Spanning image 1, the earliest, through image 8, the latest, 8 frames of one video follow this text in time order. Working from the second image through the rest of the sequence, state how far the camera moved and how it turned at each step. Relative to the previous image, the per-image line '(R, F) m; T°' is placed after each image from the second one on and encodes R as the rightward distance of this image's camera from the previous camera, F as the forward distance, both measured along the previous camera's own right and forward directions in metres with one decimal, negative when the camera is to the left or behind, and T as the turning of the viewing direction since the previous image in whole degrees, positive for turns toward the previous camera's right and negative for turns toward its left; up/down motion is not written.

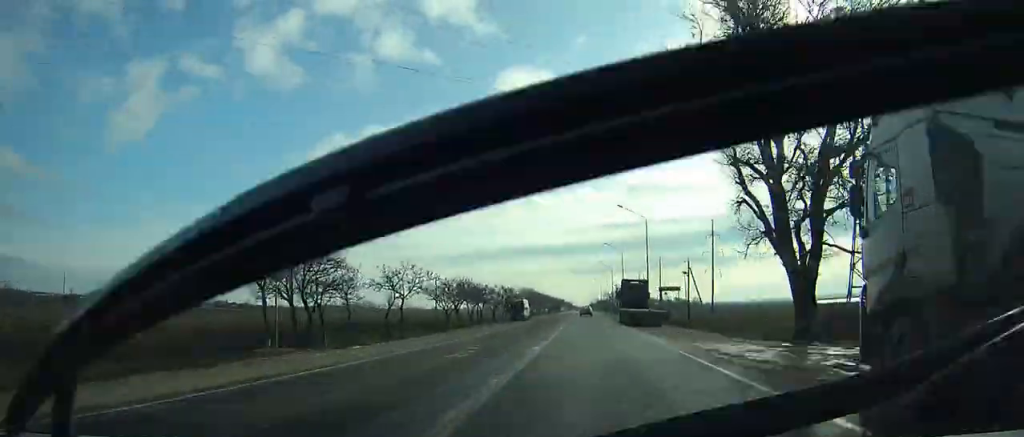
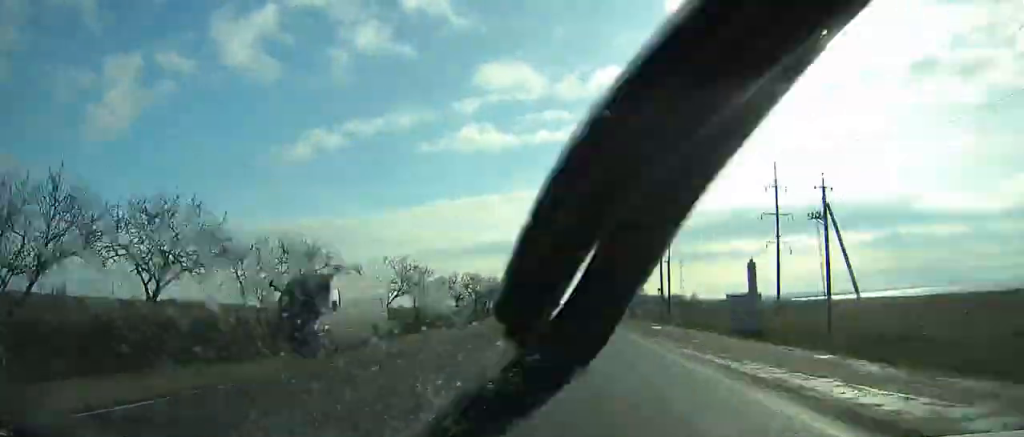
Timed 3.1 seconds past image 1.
(+2.0, +57.1) m; +4°
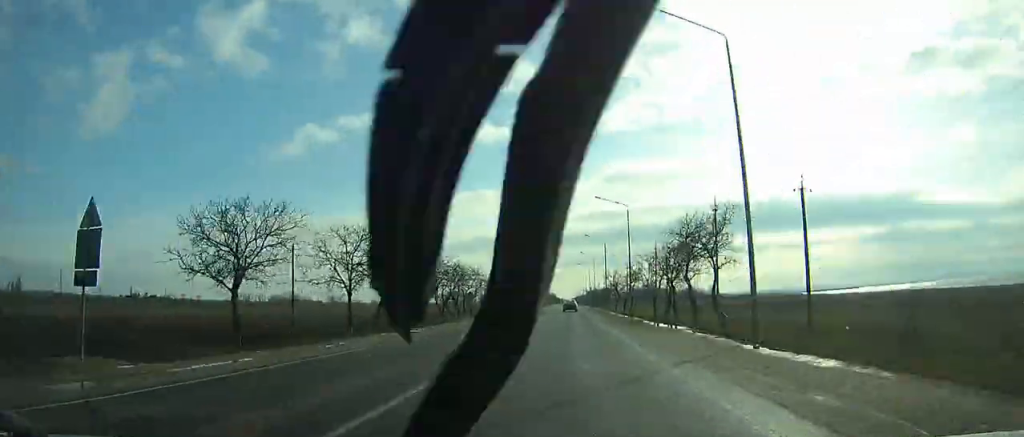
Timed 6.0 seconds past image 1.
(+2.3, +58.5) m; 0°
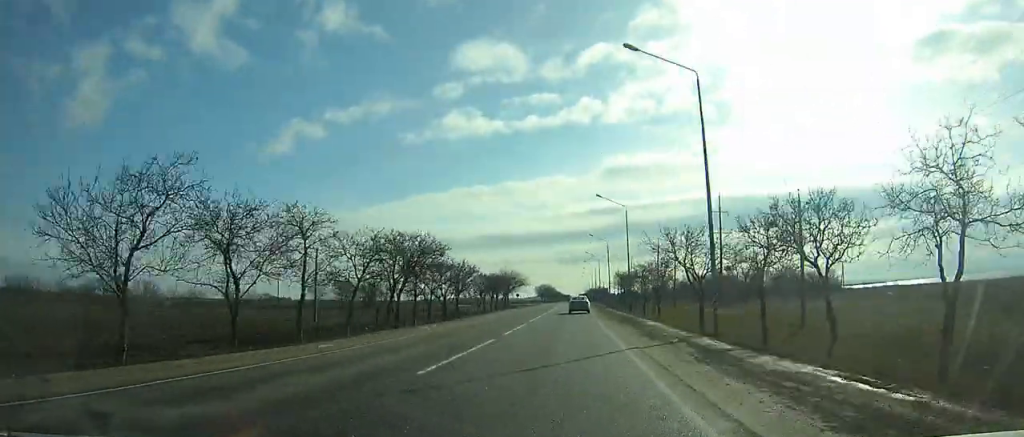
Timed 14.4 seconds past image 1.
(-6.6, +178.4) m; -3°
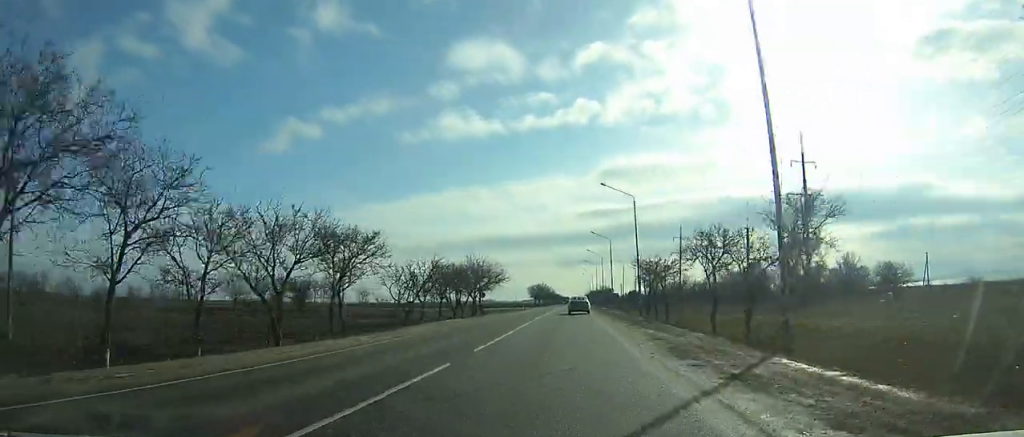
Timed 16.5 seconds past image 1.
(-0.1, +44.8) m; 0°
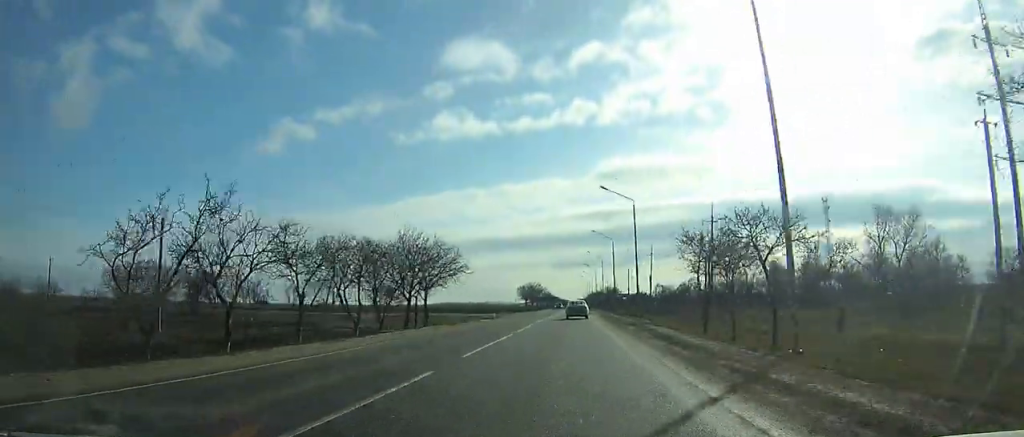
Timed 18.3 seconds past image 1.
(+0.1, +38.4) m; 0°
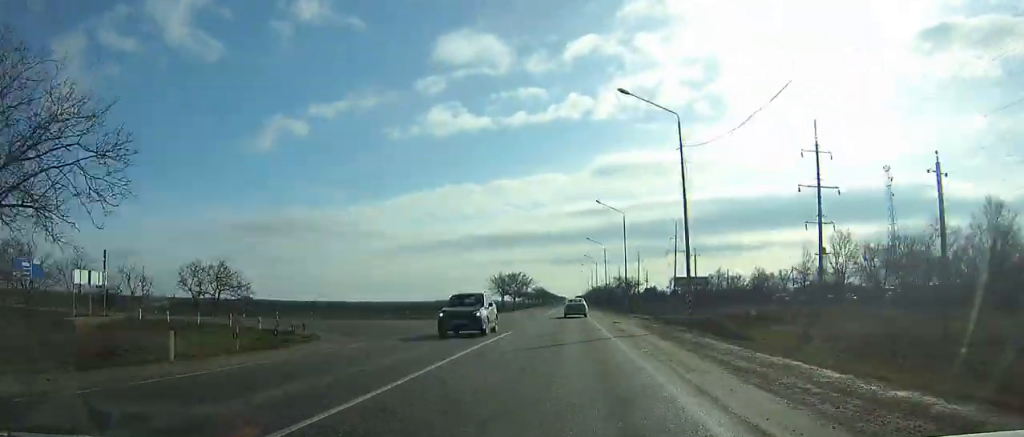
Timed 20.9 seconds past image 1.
(+0.1, +55.5) m; 0°
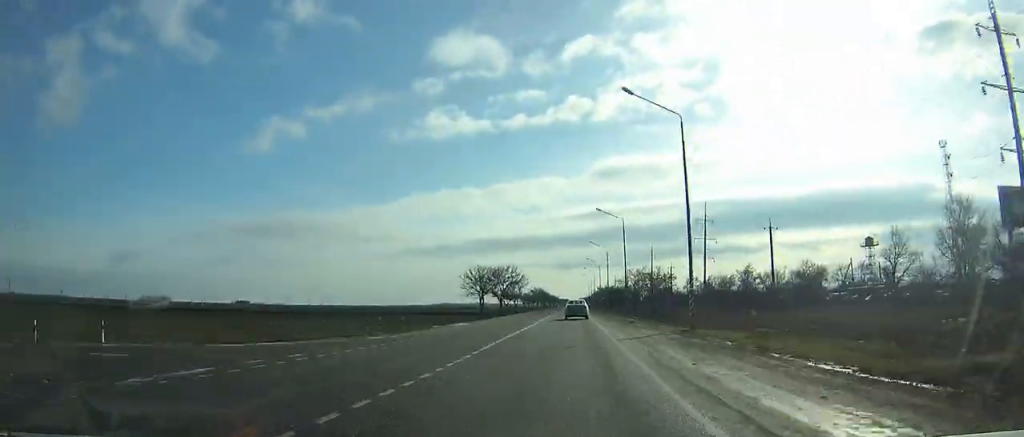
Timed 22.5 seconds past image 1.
(+0.1, +34.2) m; 0°
